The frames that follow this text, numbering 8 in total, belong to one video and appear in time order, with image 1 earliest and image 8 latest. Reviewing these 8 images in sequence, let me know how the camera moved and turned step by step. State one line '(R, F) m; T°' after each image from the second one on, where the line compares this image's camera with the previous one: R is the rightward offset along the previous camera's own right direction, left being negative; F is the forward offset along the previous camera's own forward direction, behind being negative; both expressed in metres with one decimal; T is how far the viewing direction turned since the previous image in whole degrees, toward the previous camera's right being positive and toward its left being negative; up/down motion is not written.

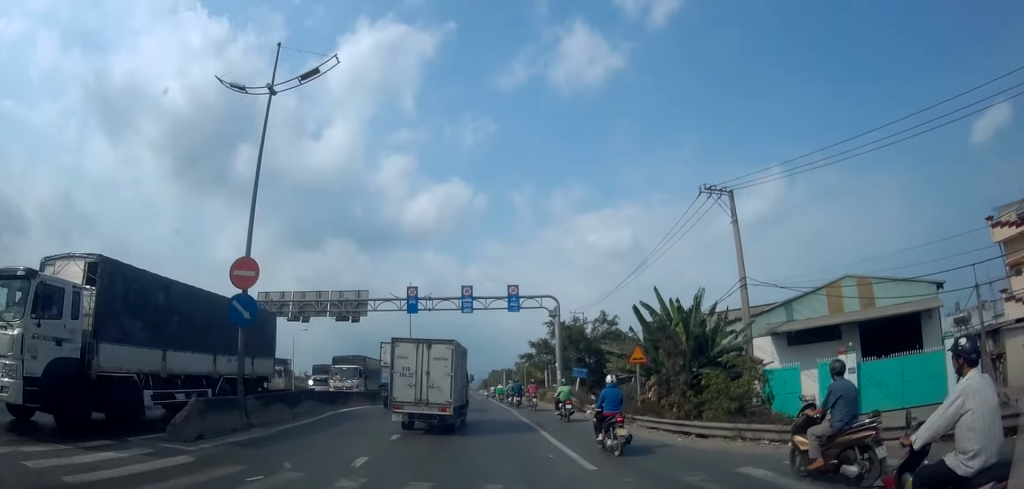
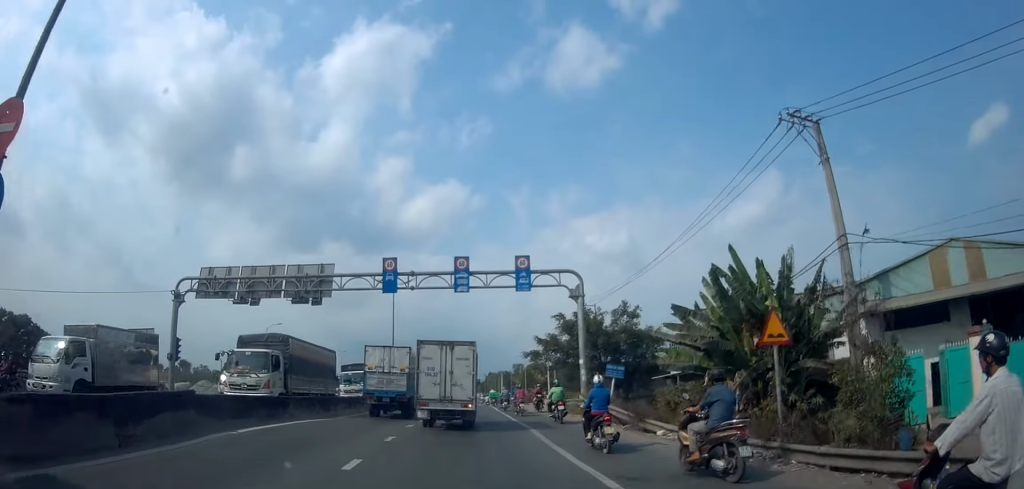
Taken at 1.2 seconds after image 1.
(0.0, +8.8) m; 0°
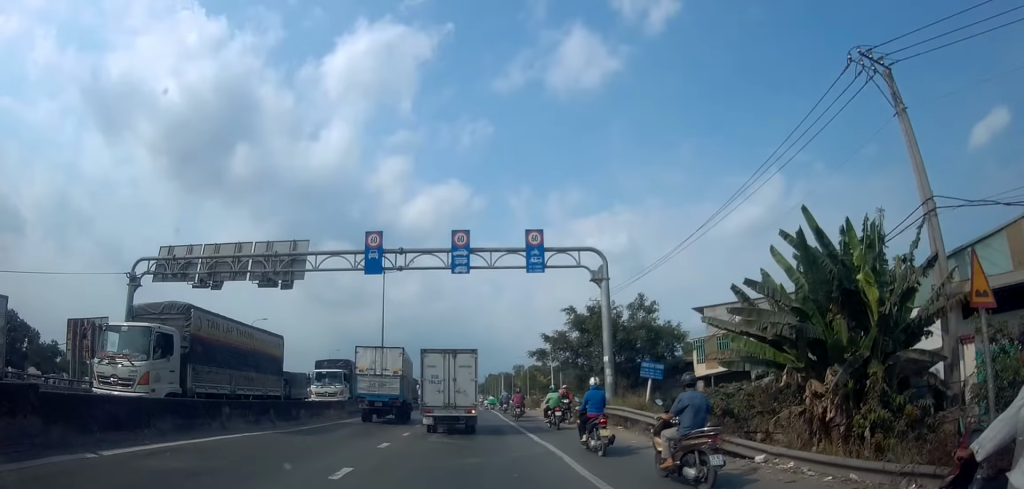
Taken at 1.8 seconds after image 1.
(-0.1, +4.7) m; -1°
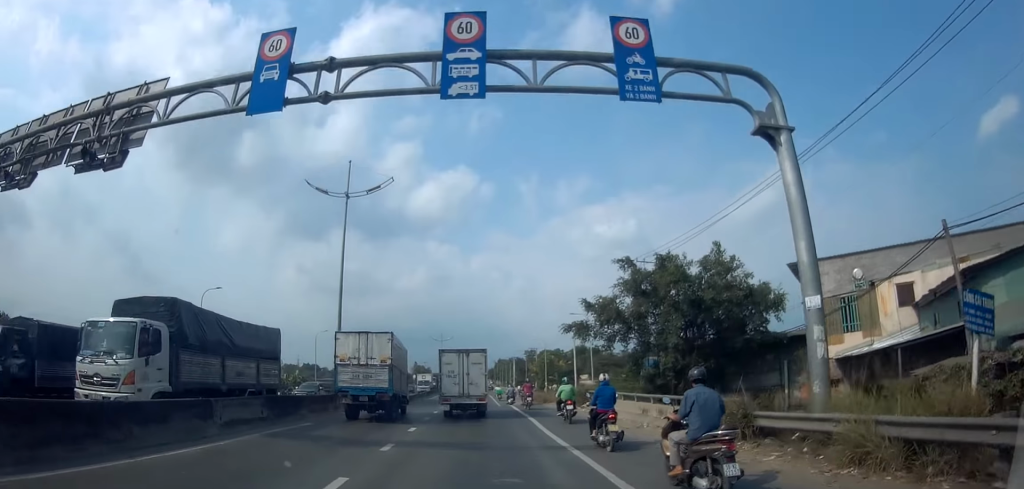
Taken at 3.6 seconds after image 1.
(-0.1, +13.7) m; -1°
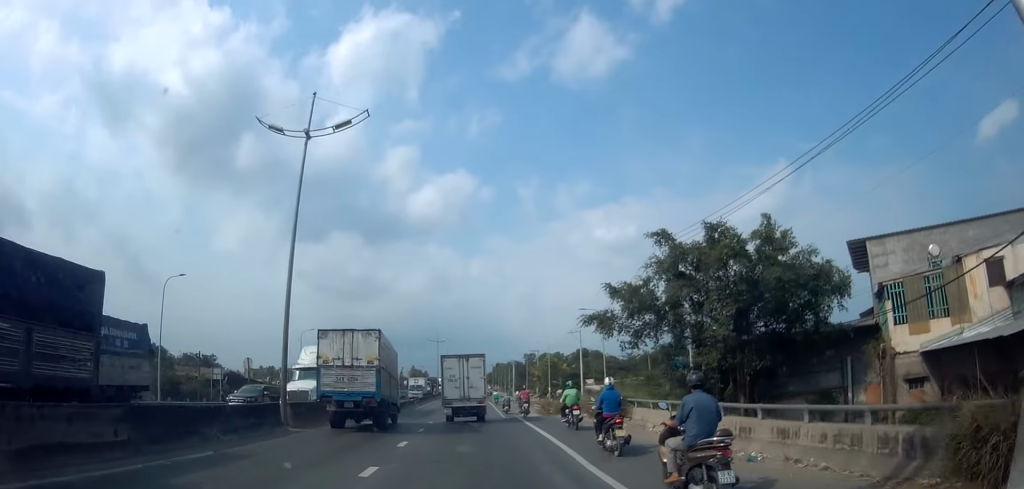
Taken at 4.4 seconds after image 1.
(0.0, +6.2) m; 0°
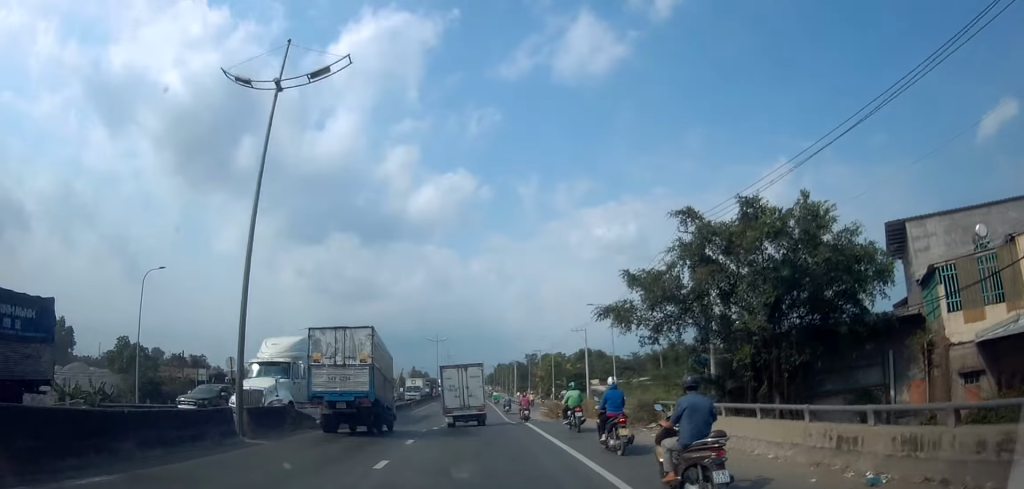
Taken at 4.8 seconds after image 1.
(0.0, +3.2) m; 0°
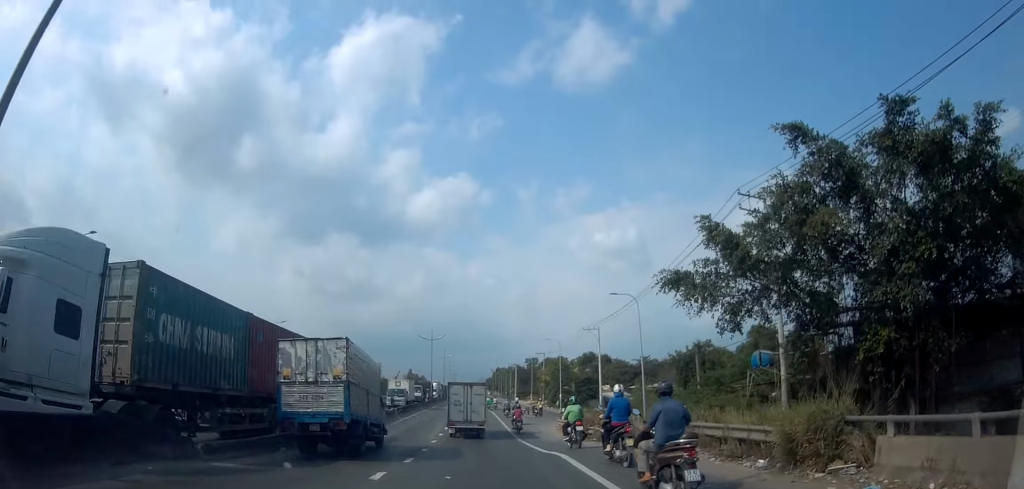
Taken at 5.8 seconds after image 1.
(0.0, +8.4) m; 0°
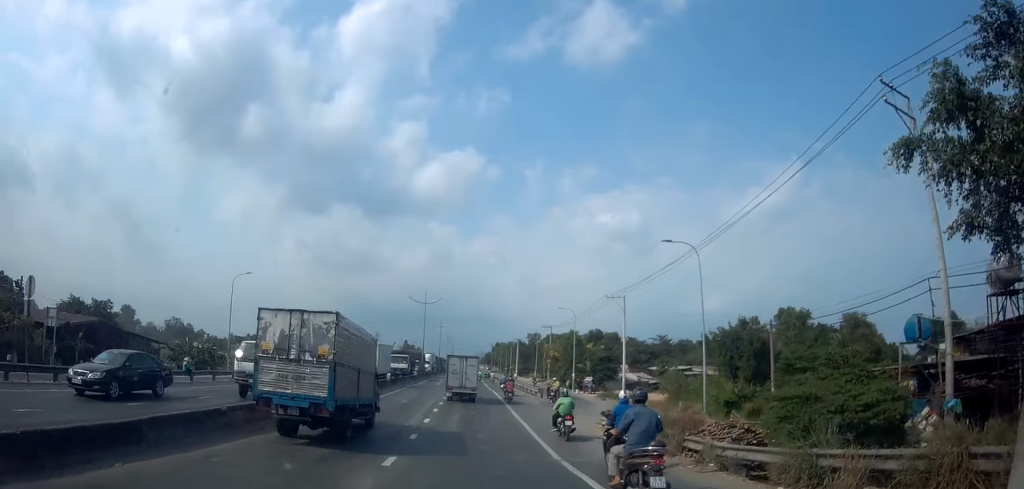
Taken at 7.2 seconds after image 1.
(0.0, +11.2) m; 0°
